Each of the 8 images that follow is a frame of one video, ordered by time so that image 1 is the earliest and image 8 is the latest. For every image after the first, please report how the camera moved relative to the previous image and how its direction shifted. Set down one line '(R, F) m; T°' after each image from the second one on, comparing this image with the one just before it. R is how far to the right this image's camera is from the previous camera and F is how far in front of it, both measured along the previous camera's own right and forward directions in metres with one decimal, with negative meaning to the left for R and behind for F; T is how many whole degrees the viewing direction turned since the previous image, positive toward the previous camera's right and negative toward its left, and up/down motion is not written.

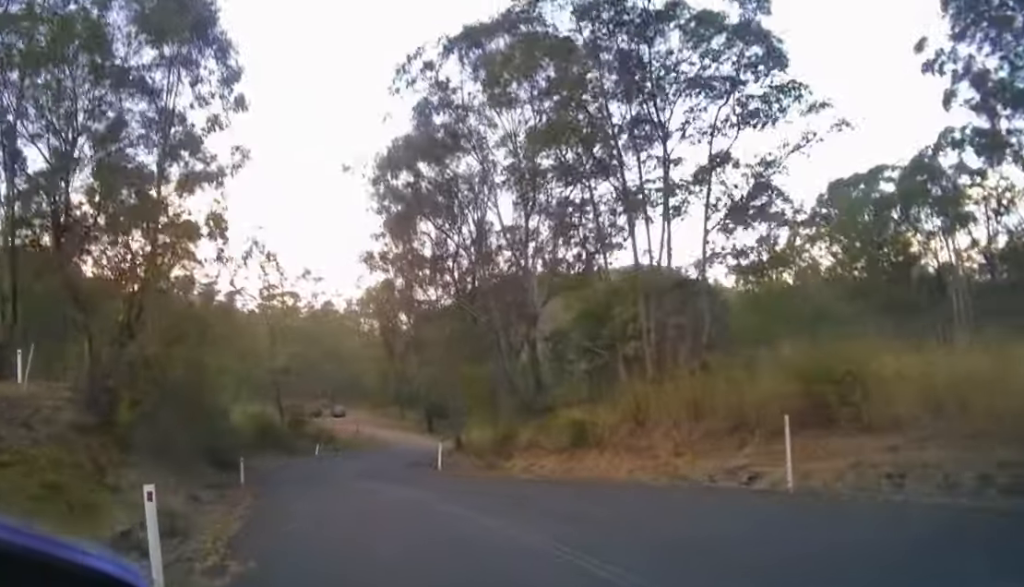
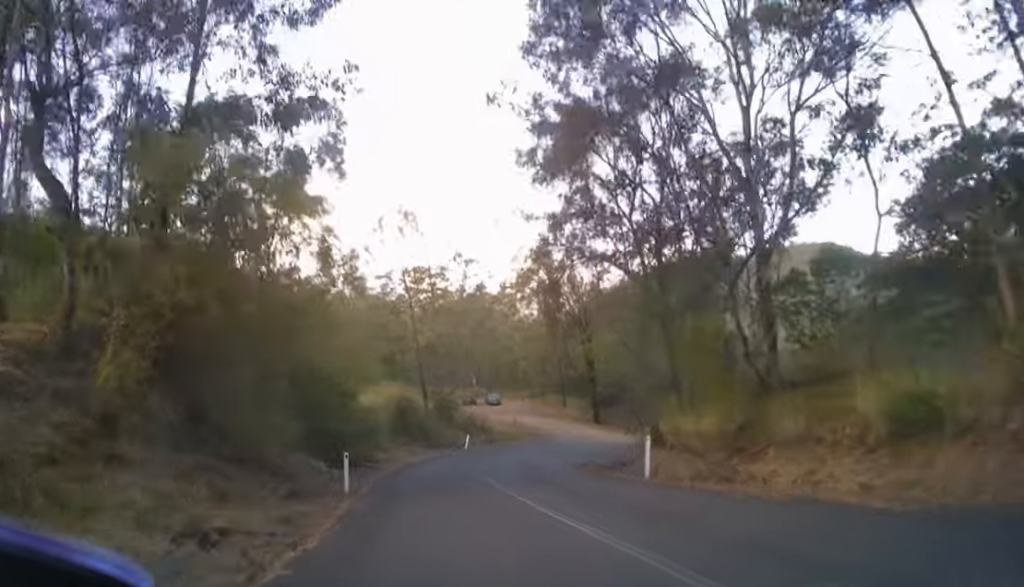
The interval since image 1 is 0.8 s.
(-1.1, +7.2) m; -14°
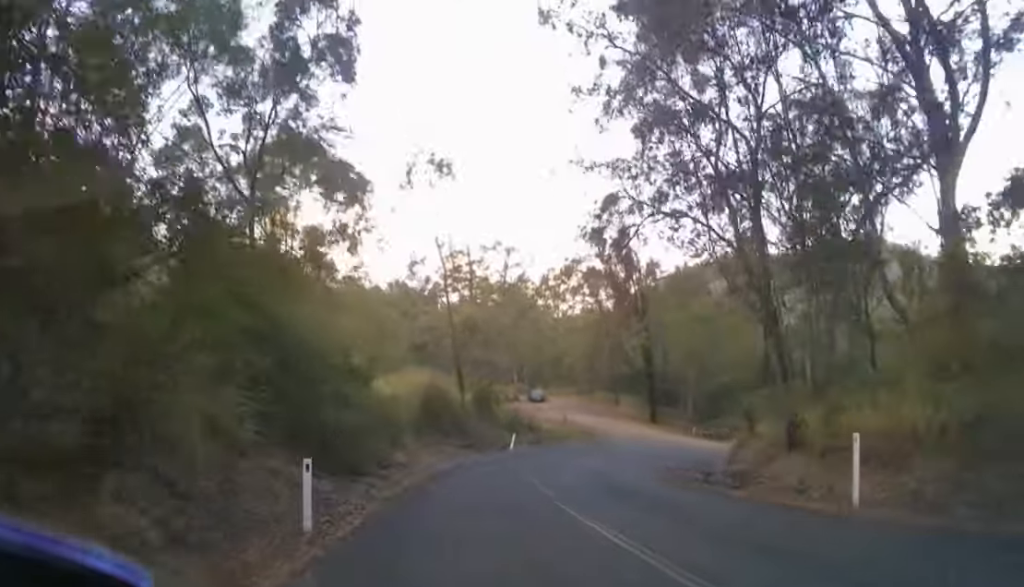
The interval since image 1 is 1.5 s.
(-0.6, +6.2) m; -6°
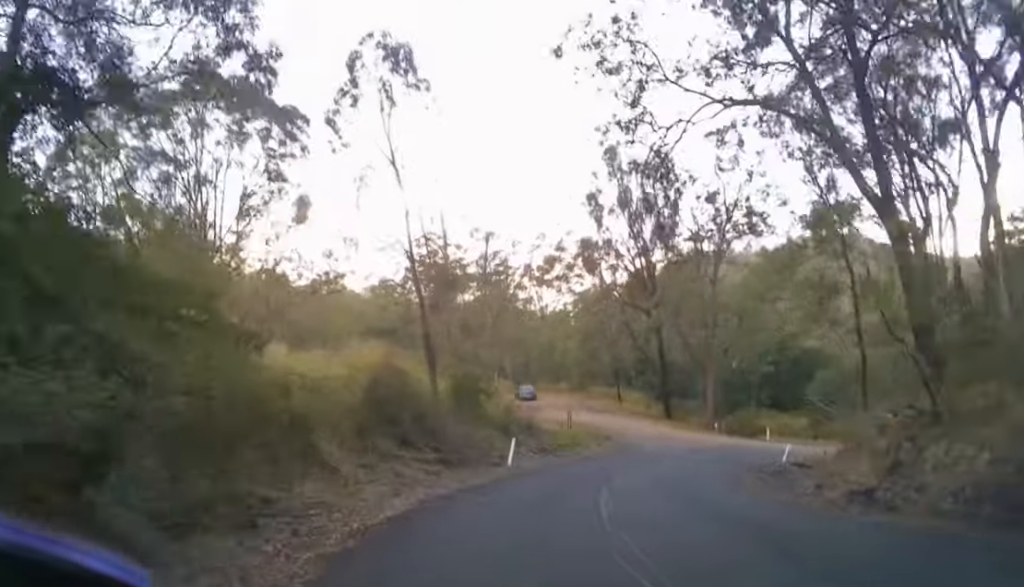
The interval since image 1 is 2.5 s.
(0.0, +8.6) m; +4°
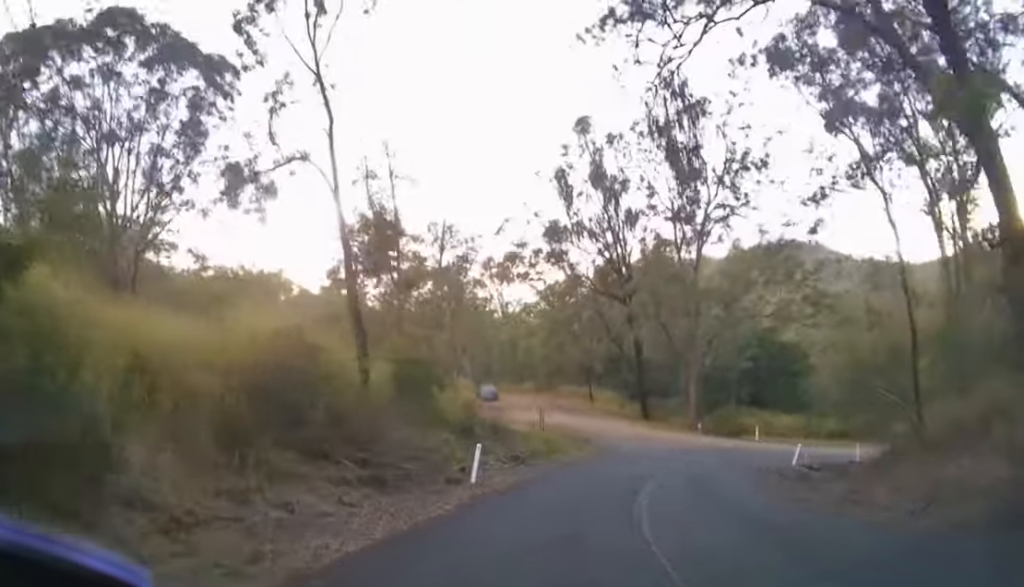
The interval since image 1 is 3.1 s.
(+0.3, +4.5) m; +7°
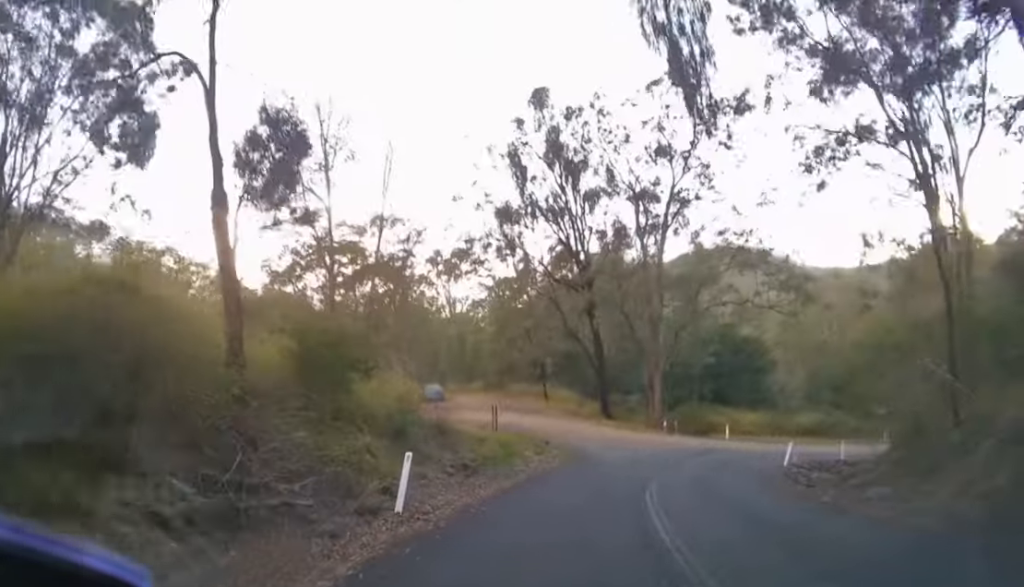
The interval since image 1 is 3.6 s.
(+0.1, +3.7) m; +6°
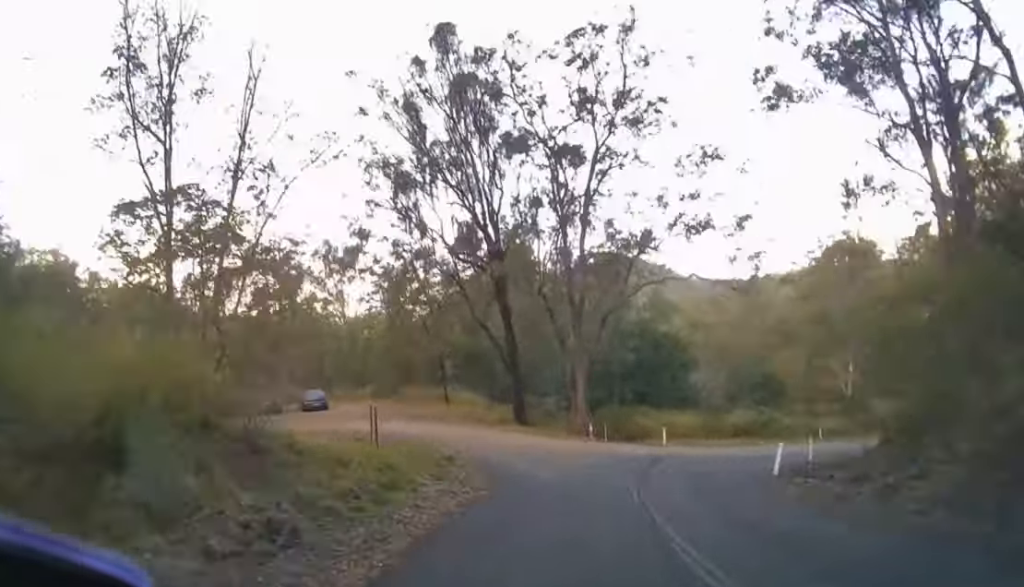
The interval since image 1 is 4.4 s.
(+0.5, +5.1) m; +9°
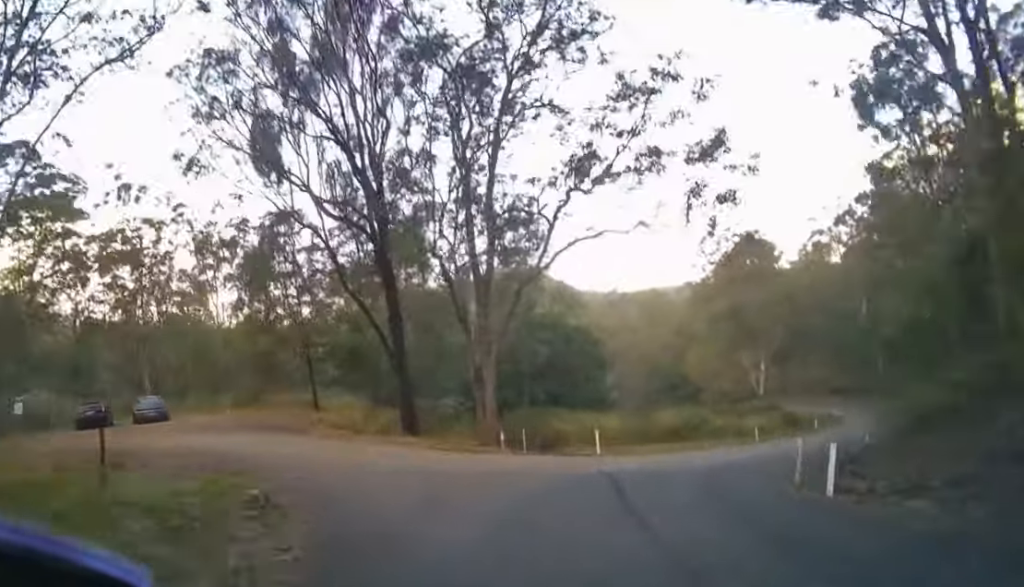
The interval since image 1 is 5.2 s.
(+0.5, +6.1) m; +9°
